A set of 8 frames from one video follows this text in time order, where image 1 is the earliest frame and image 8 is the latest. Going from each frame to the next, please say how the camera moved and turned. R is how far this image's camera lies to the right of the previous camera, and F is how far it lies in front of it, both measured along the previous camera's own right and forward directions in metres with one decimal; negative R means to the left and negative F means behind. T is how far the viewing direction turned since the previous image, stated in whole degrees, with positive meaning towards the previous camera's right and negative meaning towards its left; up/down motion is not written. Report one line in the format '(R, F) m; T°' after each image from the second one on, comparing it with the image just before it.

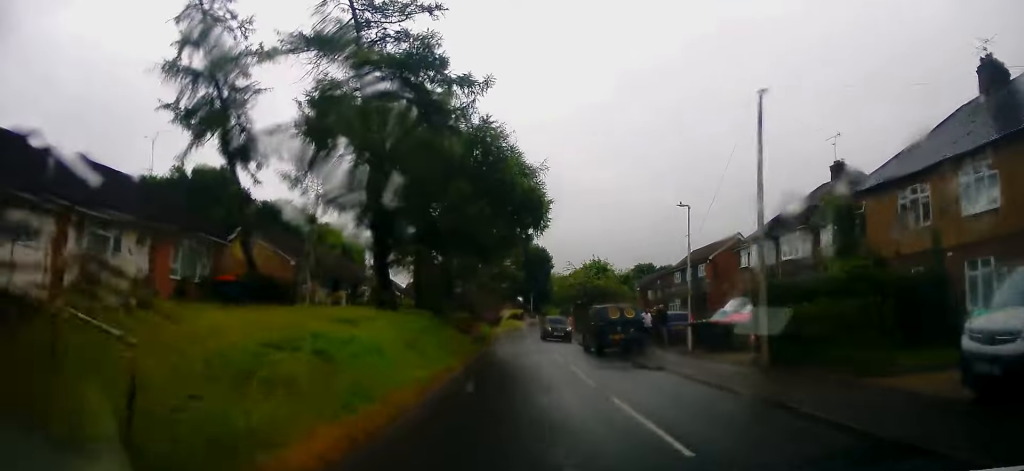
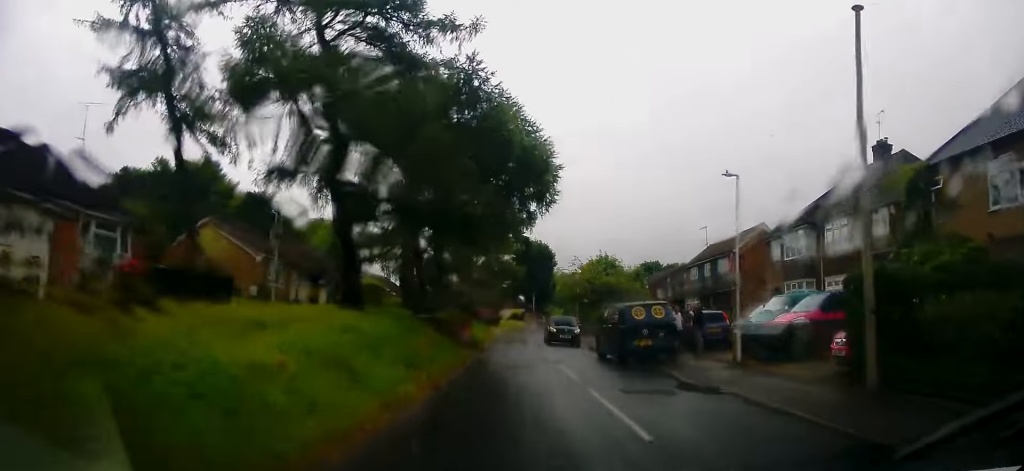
(-0.1, +4.9) m; -1°
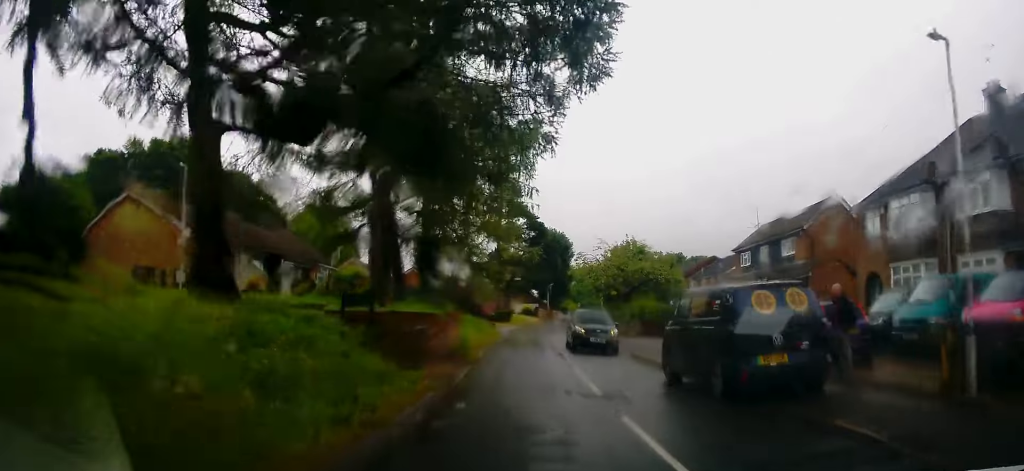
(0.0, +9.1) m; +1°
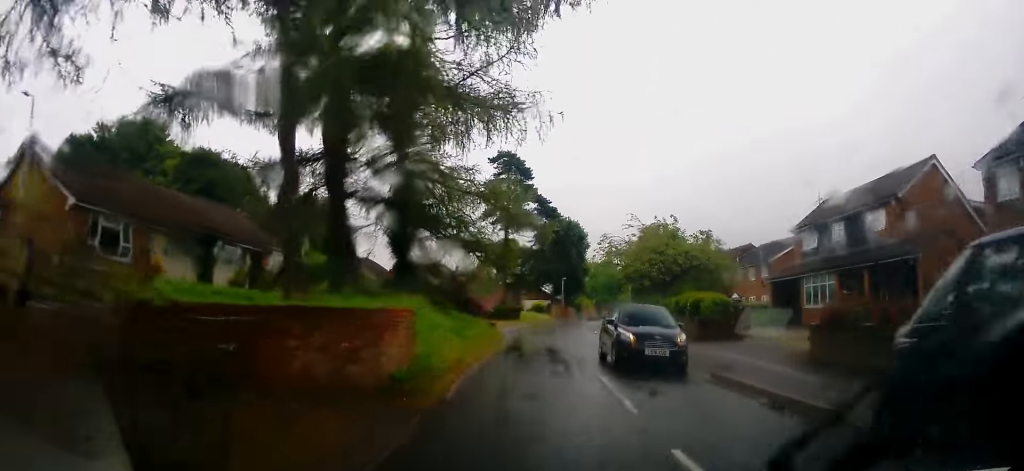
(+0.1, +8.3) m; 0°
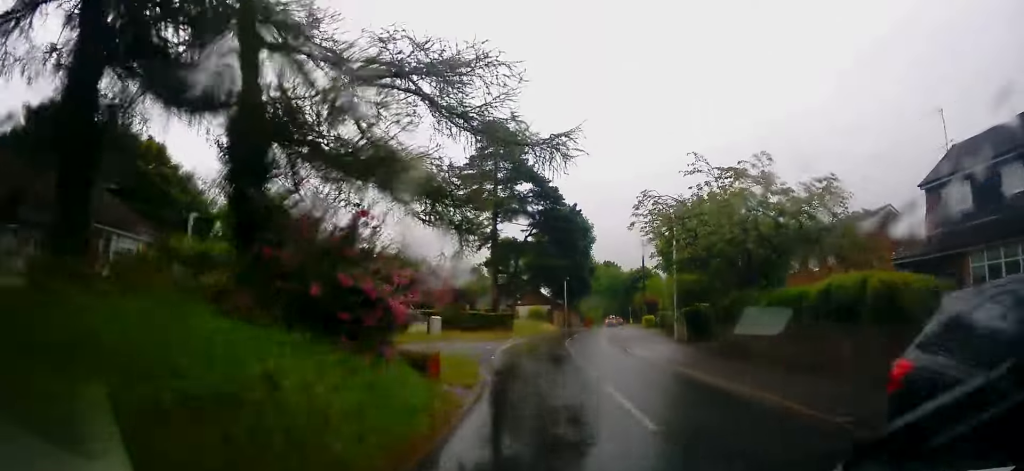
(-0.1, +13.4) m; -1°
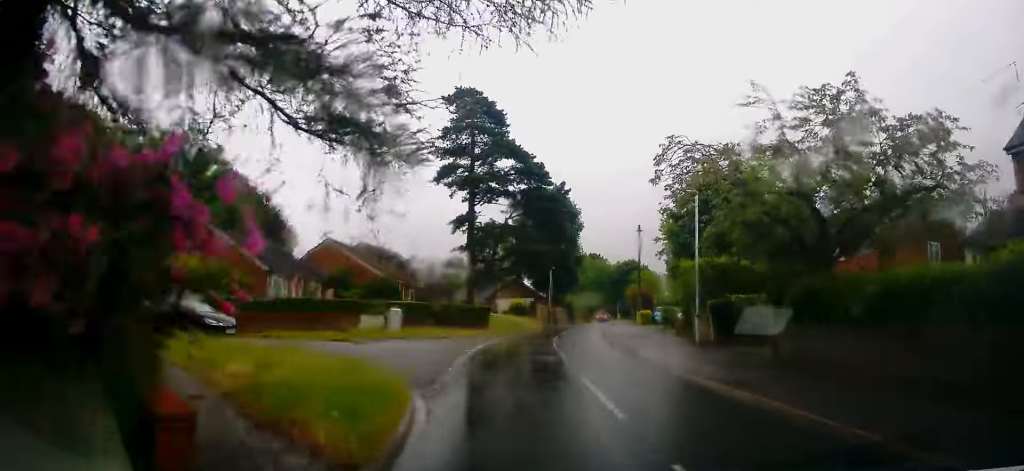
(0.0, +6.1) m; 0°
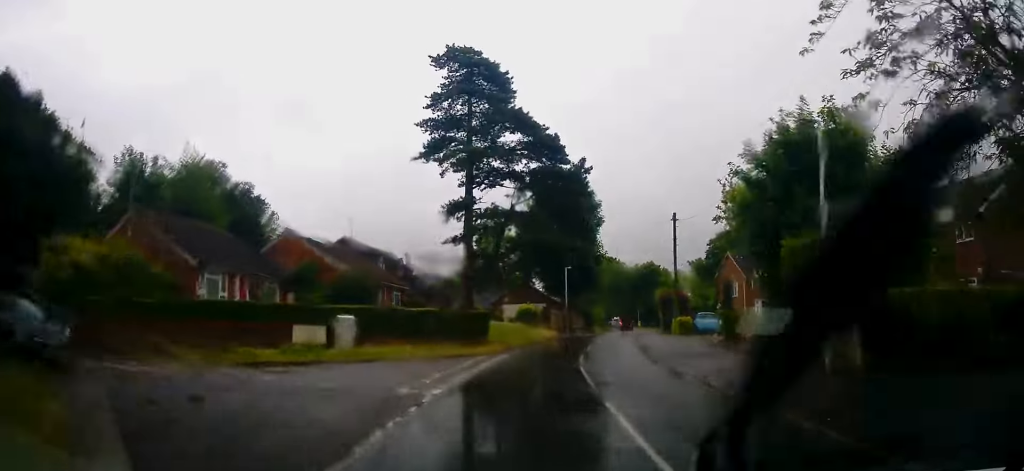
(0.0, +8.7) m; 0°
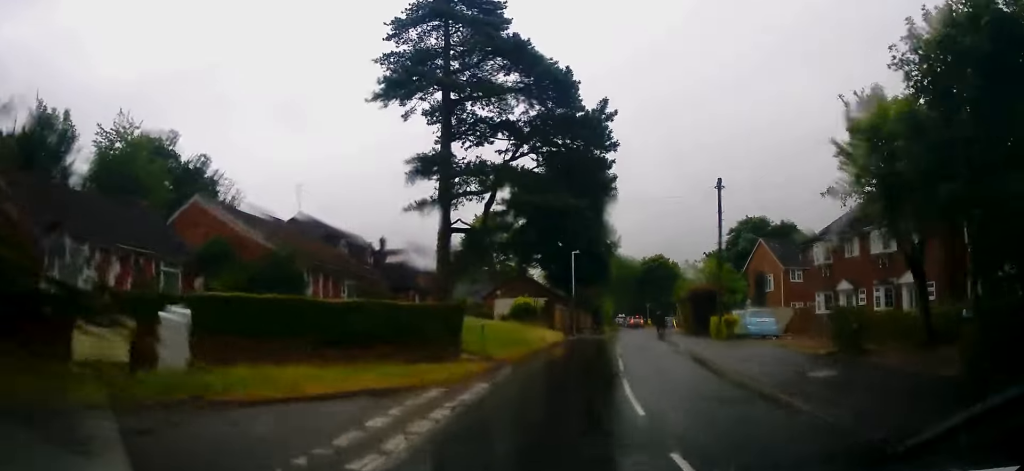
(+0.1, +9.6) m; +1°
